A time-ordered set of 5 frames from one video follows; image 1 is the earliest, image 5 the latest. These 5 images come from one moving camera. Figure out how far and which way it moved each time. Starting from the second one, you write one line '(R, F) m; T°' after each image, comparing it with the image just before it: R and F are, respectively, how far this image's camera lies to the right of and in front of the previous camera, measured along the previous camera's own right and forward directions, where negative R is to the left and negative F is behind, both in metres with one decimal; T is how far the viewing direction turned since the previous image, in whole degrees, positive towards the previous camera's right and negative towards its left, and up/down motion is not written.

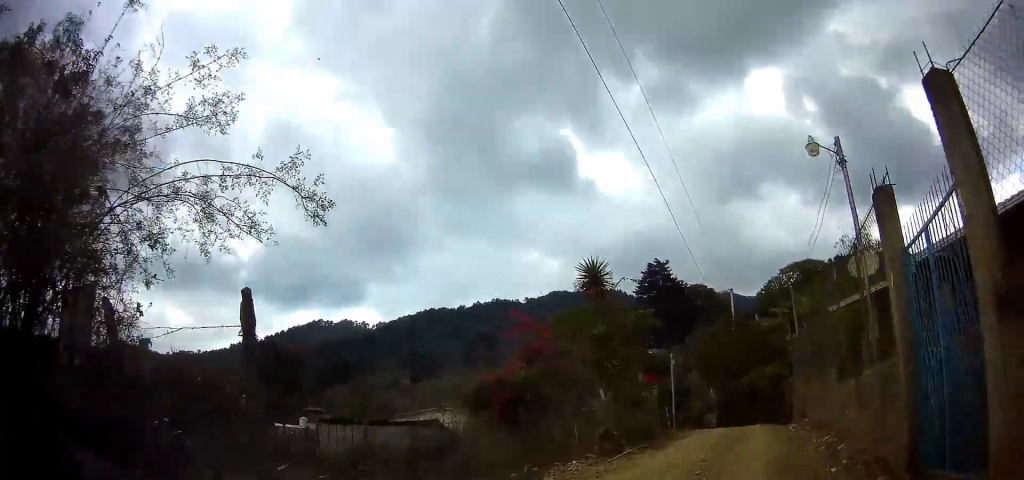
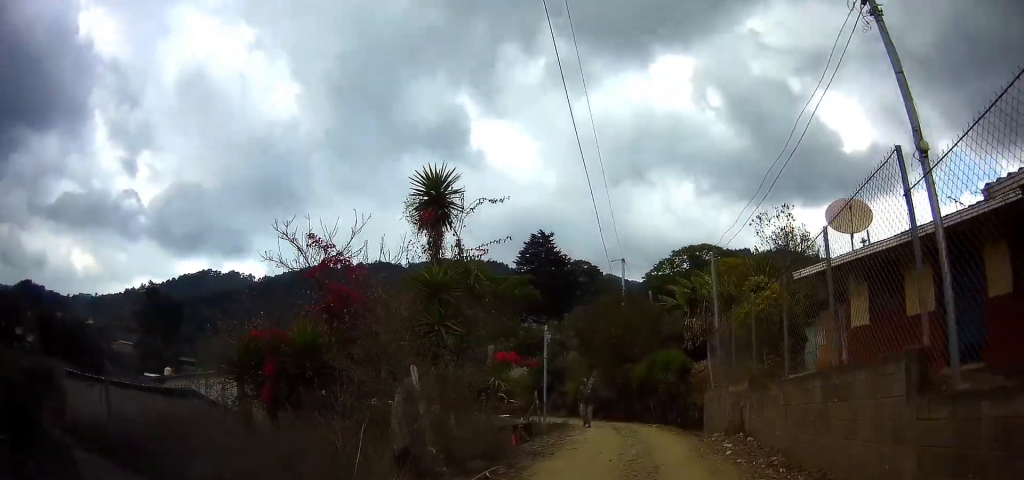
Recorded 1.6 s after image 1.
(+0.8, +5.9) m; +9°
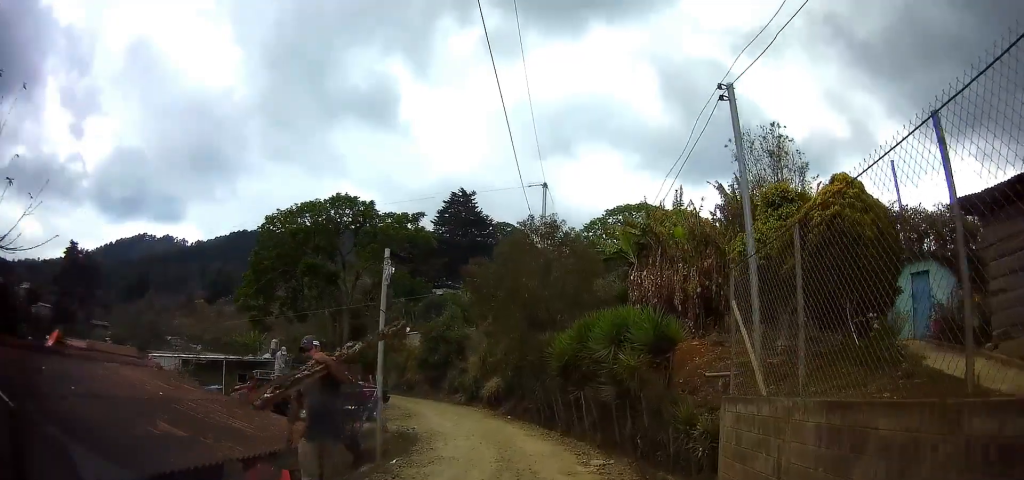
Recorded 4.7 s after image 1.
(+0.1, +12.6) m; +3°
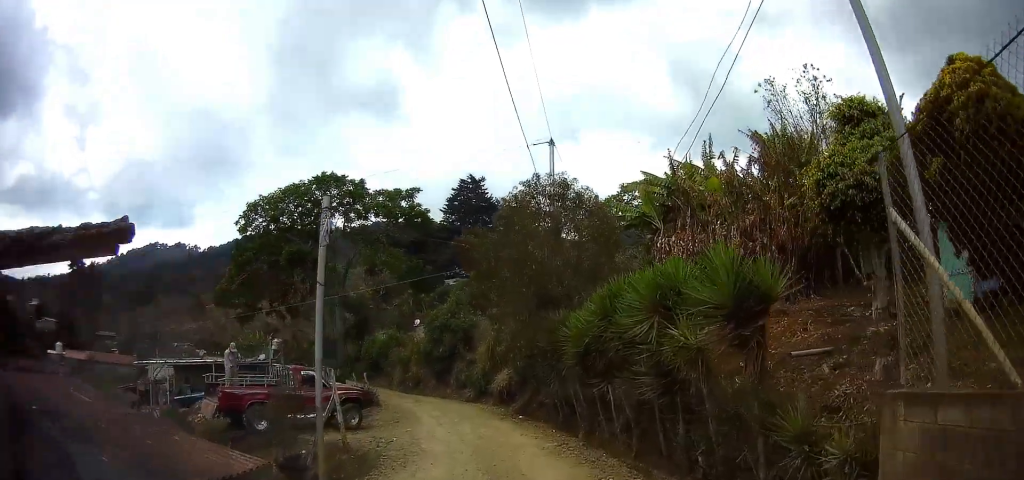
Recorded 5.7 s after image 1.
(0.0, +4.2) m; -3°
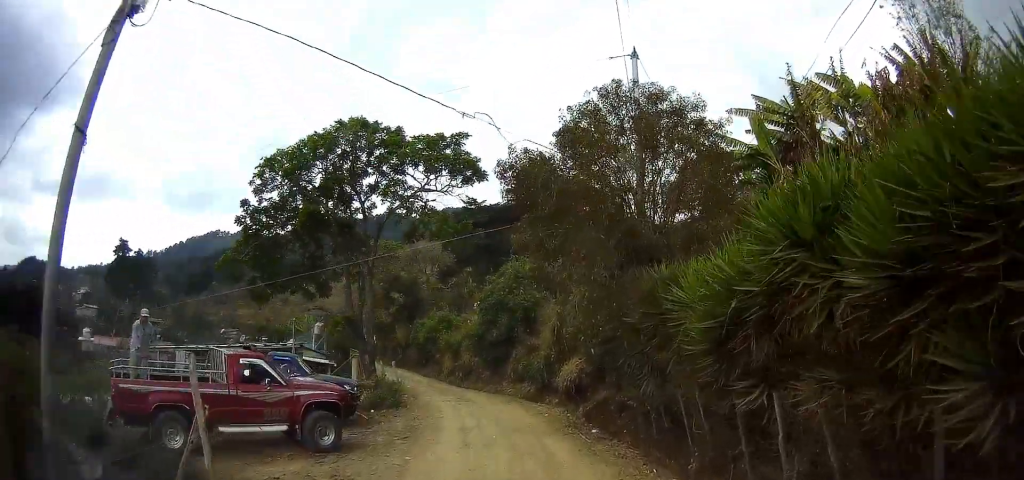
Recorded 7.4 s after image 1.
(-0.4, +6.5) m; -5°
